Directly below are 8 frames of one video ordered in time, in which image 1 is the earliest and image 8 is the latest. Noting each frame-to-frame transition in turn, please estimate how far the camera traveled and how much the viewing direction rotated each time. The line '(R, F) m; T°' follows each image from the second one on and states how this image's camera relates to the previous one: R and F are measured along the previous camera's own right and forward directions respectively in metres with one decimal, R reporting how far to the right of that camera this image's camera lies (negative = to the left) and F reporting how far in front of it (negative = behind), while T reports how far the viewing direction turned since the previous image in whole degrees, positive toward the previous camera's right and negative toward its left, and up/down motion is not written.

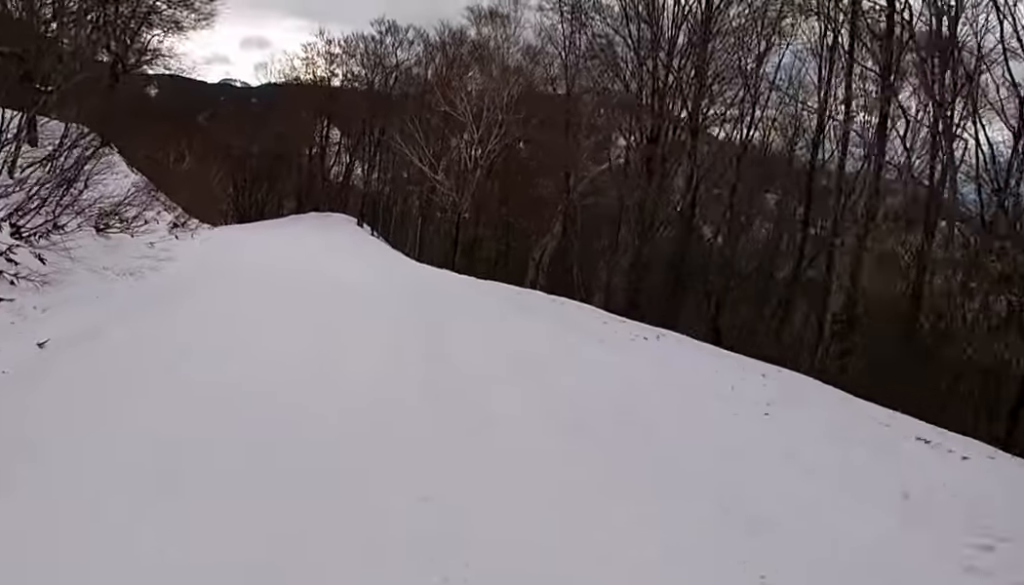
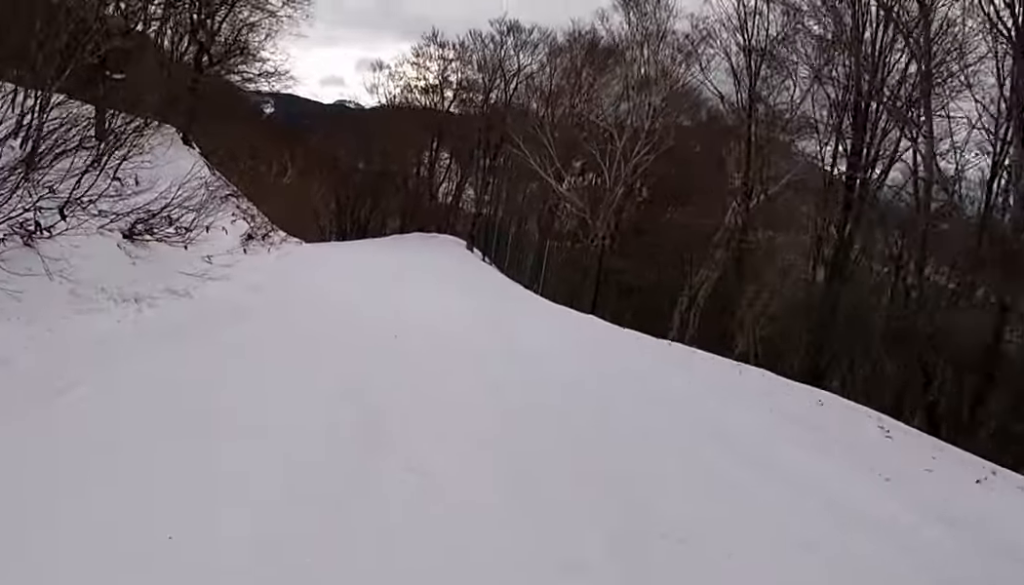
(-0.1, +5.2) m; +4°
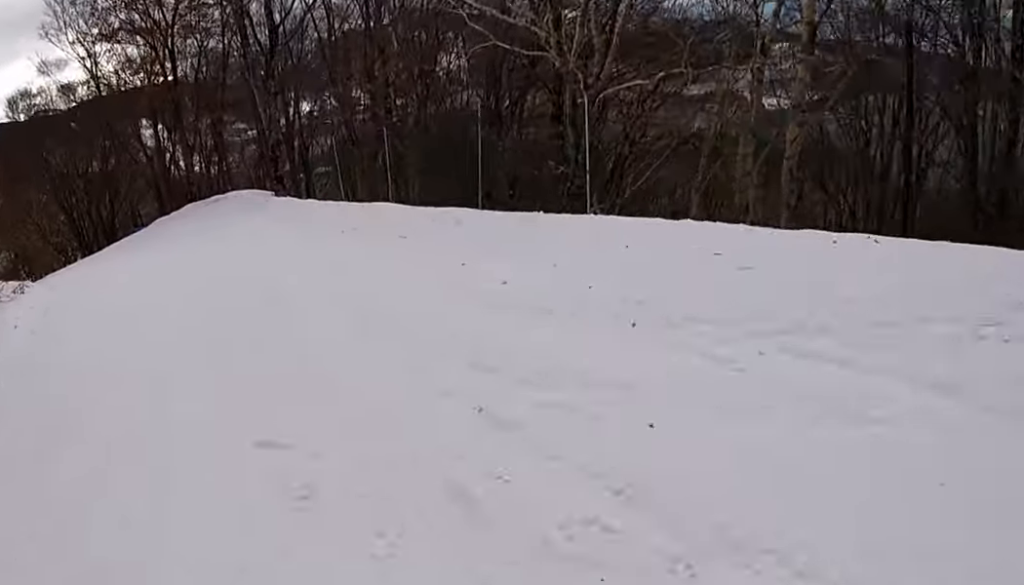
(+1.3, +13.4) m; +1°
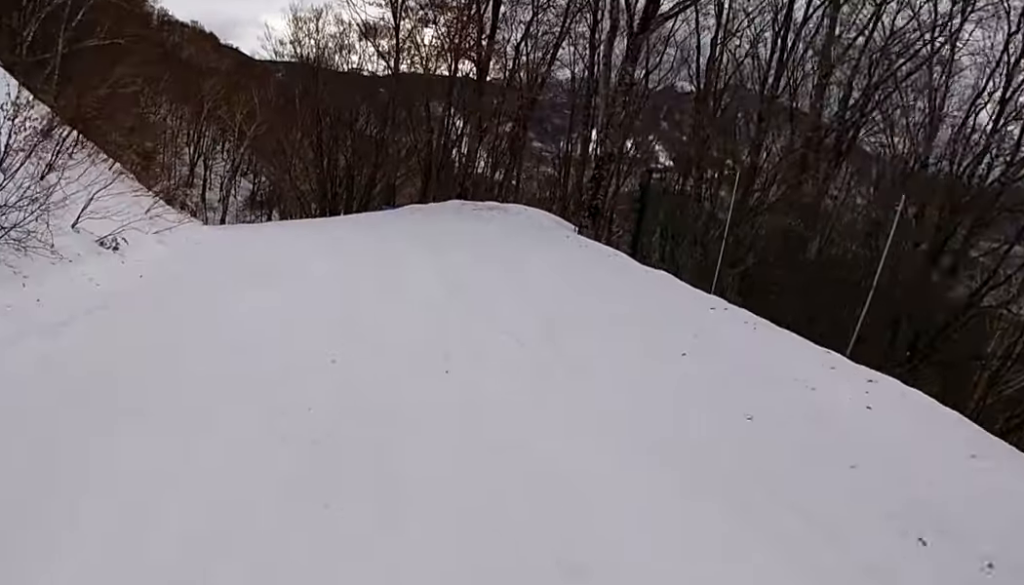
(-1.0, +9.2) m; -6°
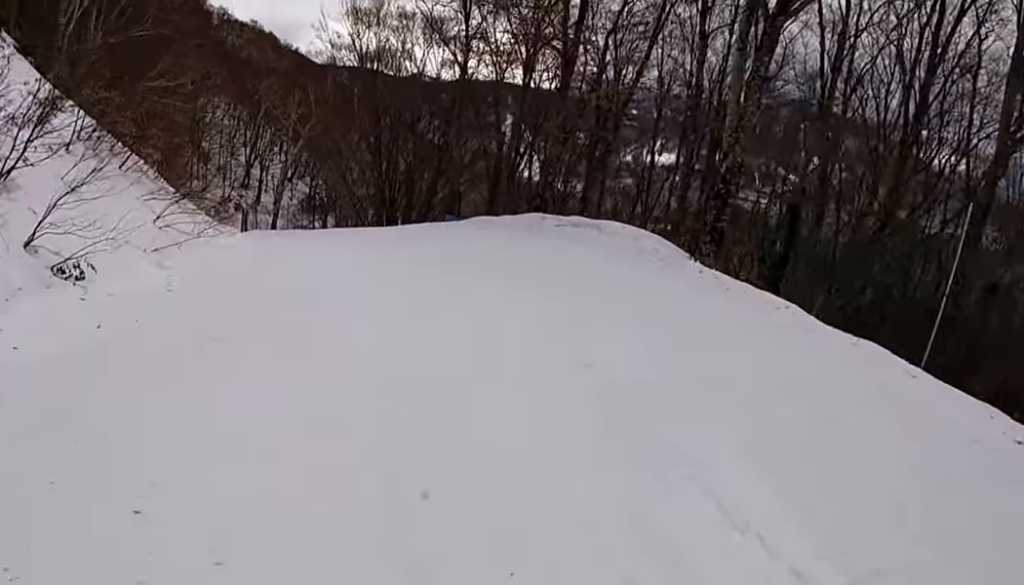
(0.0, +3.6) m; 0°
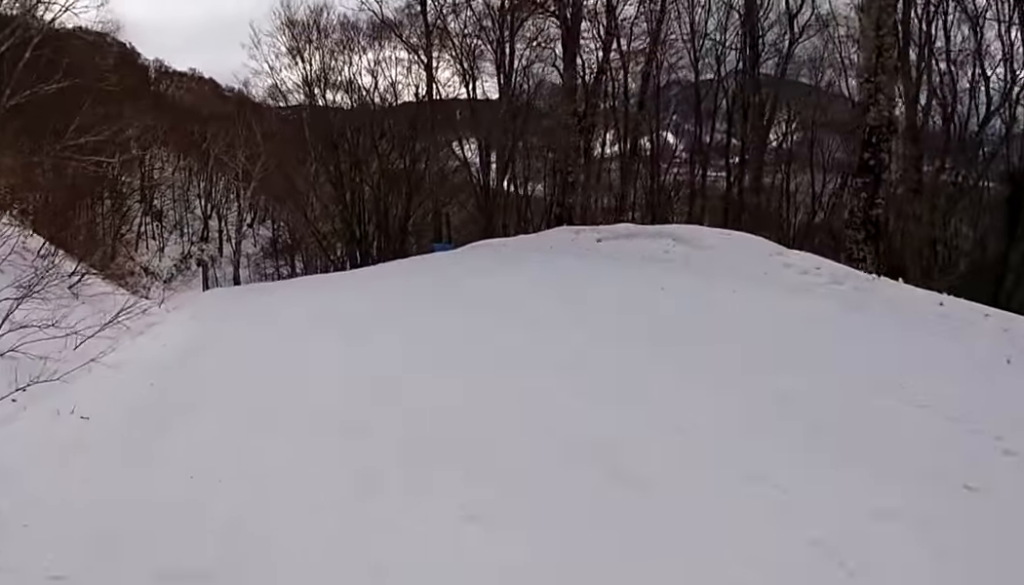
(0.0, +5.4) m; 0°
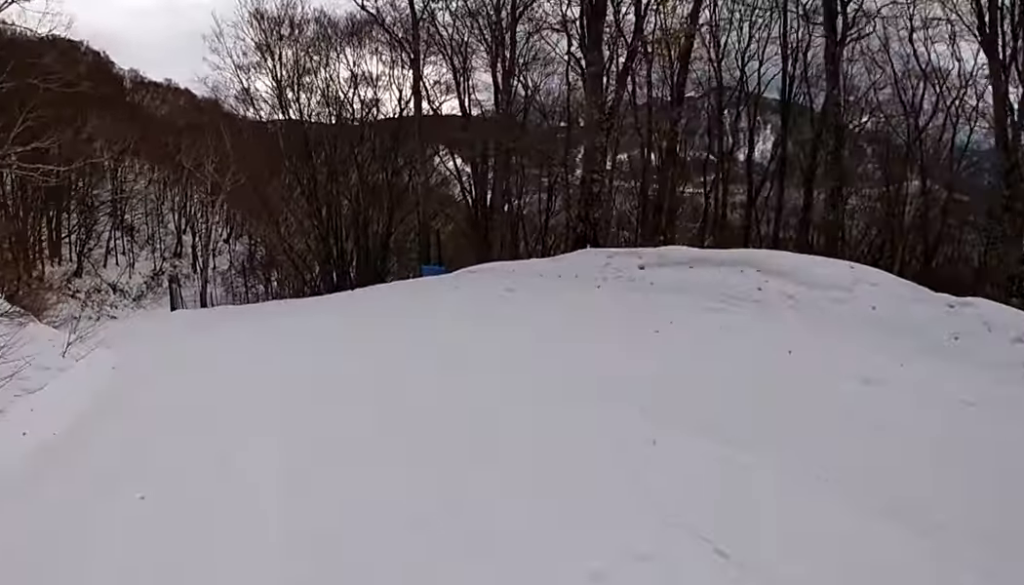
(0.0, +3.7) m; -6°
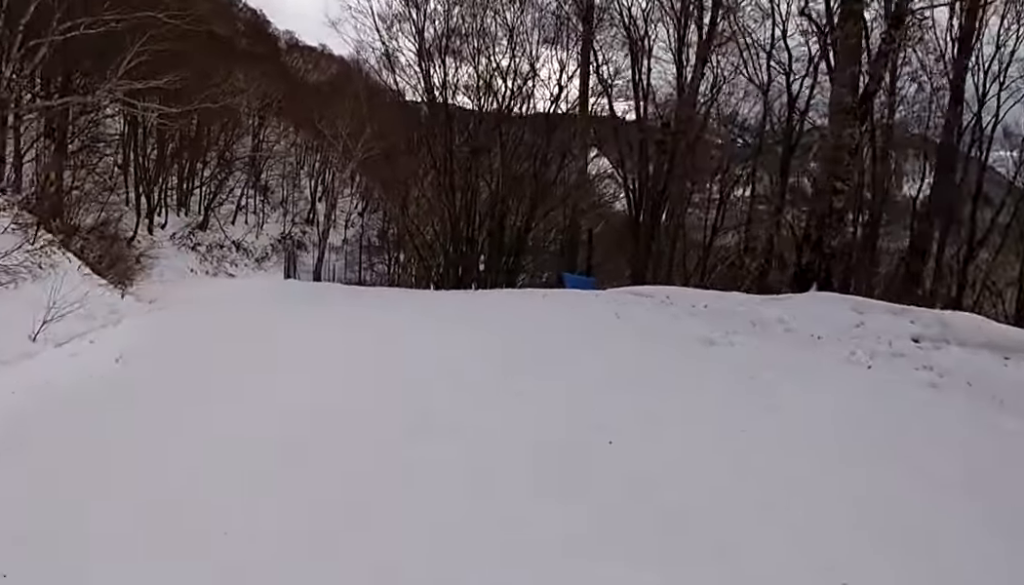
(+0.2, +3.9) m; -7°
